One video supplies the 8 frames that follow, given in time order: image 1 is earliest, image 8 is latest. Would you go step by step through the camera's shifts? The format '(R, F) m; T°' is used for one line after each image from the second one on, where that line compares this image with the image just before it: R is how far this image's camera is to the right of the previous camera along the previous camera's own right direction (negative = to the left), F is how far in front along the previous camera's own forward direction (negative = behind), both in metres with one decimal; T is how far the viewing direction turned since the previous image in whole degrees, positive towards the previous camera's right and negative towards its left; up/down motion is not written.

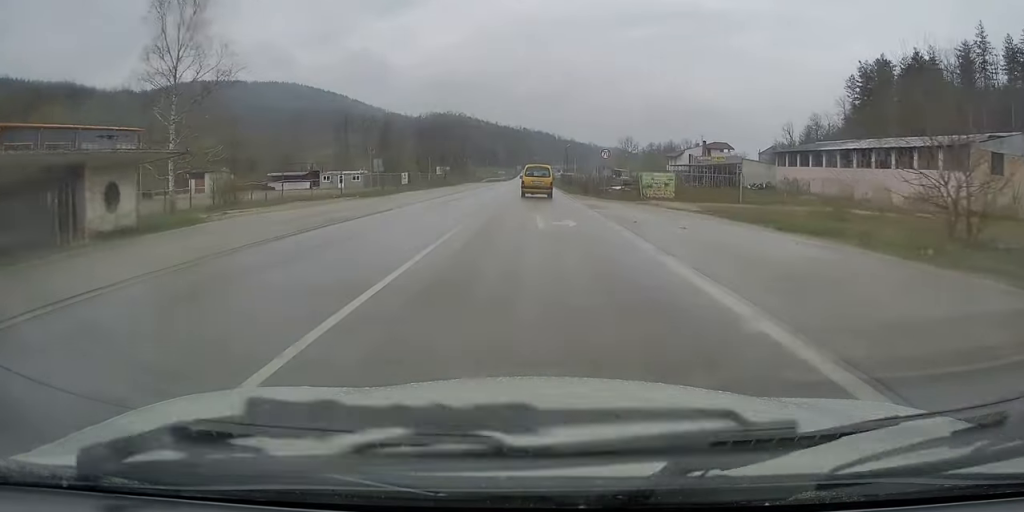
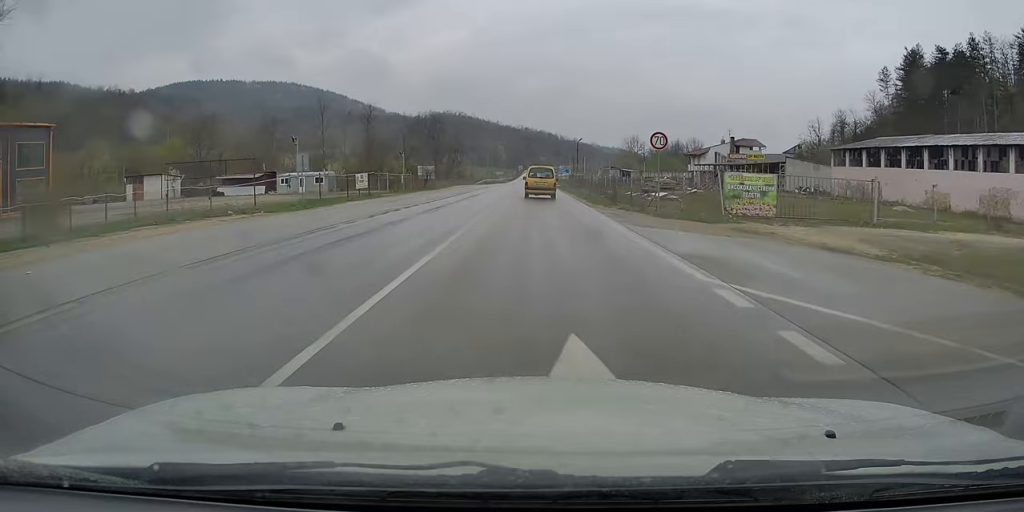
(0.0, +17.0) m; 0°
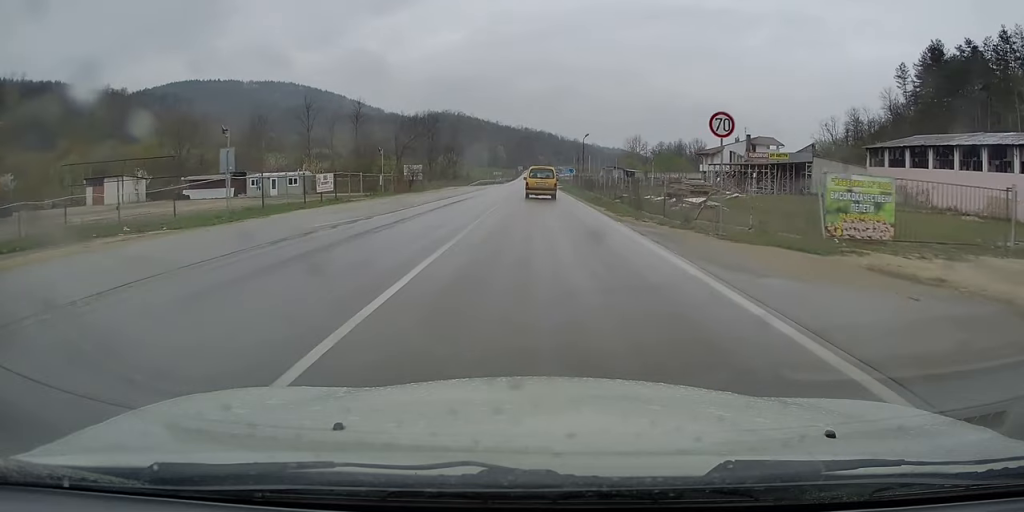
(0.0, +8.4) m; 0°
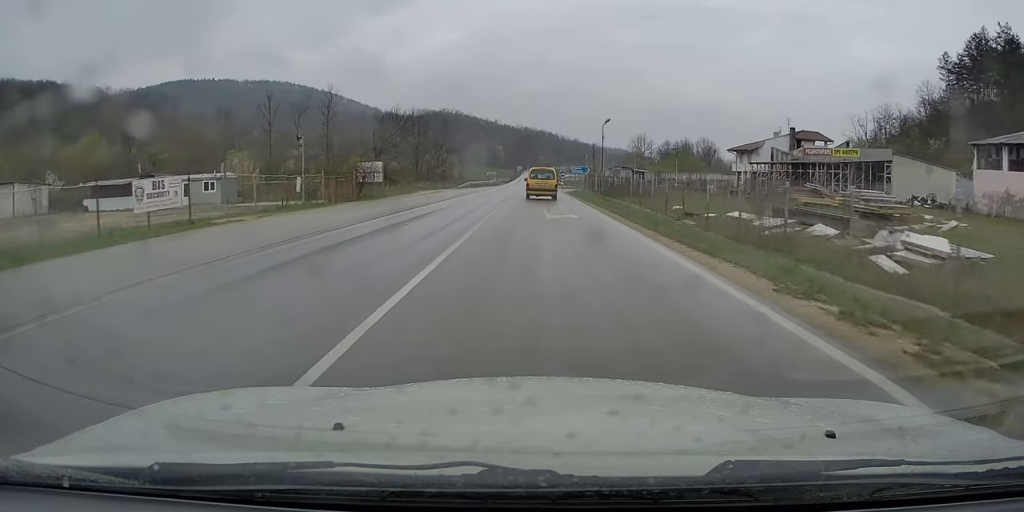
(0.0, +18.0) m; 0°
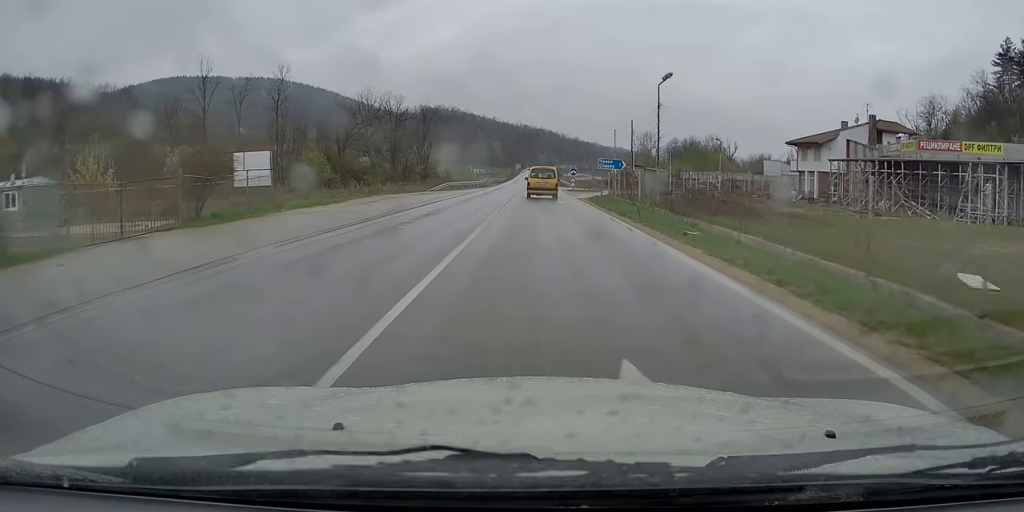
(0.0, +21.5) m; 0°
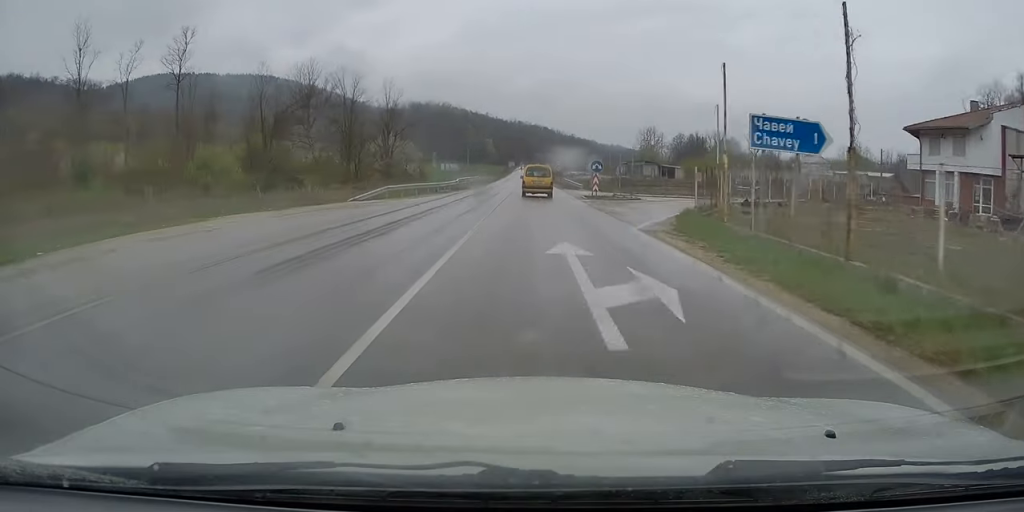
(+0.3, +24.8) m; +2°
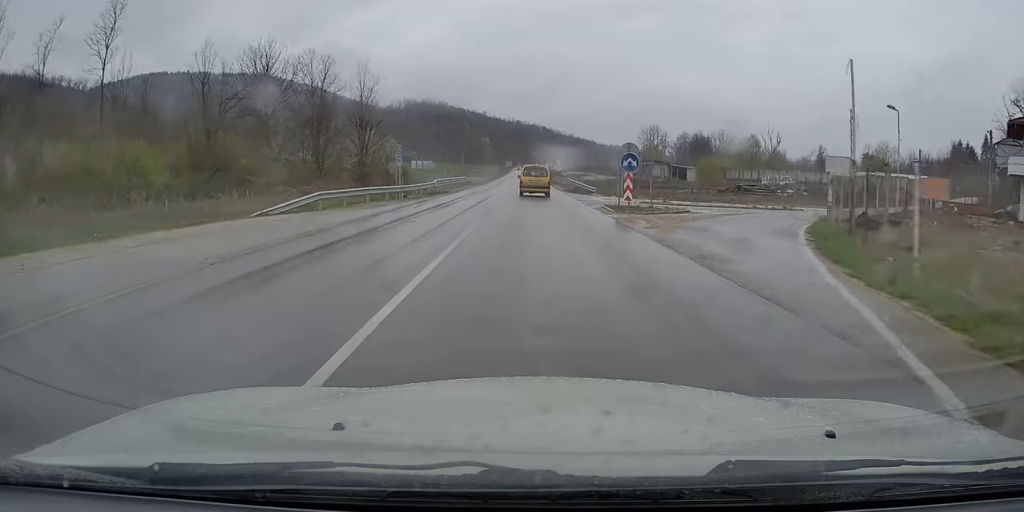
(+0.2, +12.4) m; 0°
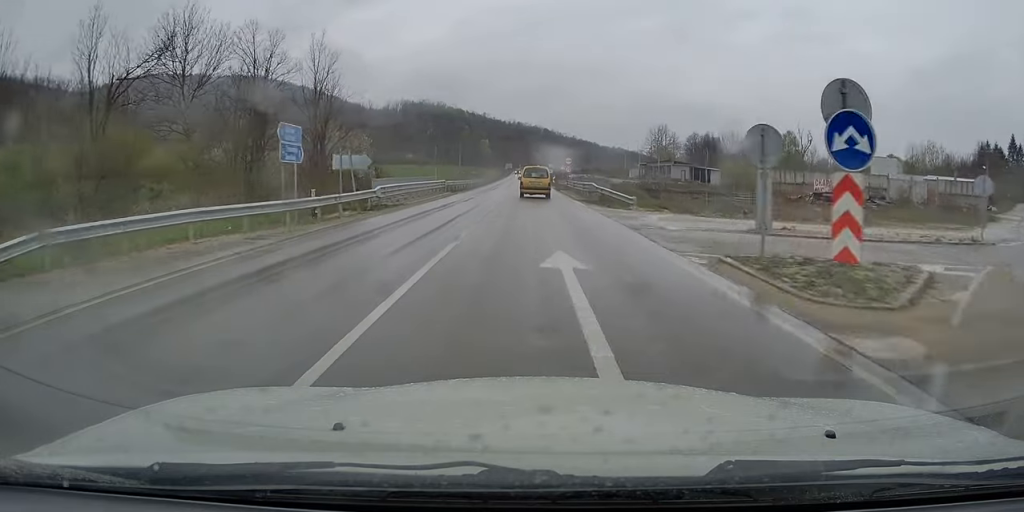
(-0.4, +16.4) m; -1°
